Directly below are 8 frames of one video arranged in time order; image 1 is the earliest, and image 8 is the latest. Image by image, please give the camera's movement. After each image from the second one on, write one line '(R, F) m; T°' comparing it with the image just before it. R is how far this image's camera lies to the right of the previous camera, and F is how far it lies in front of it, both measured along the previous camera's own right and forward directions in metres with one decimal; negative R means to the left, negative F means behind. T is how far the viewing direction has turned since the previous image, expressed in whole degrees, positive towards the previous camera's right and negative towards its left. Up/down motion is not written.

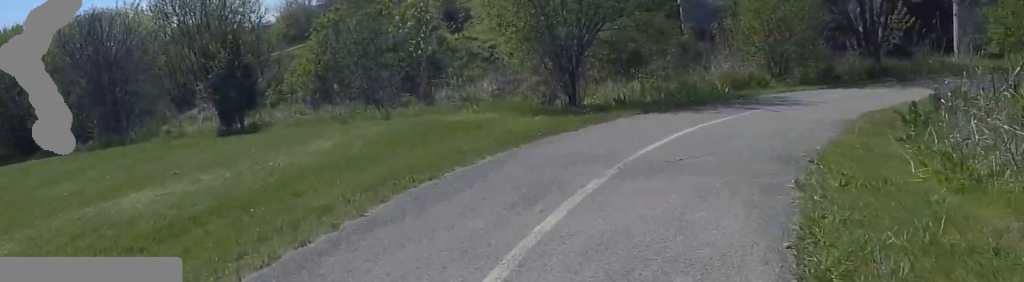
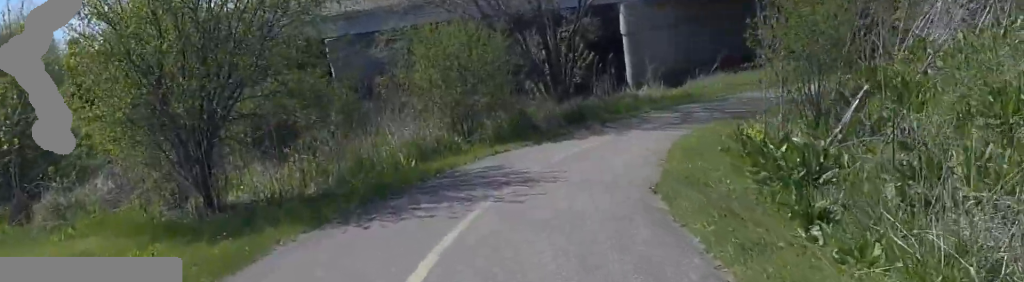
(+0.8, +2.9) m; +23°
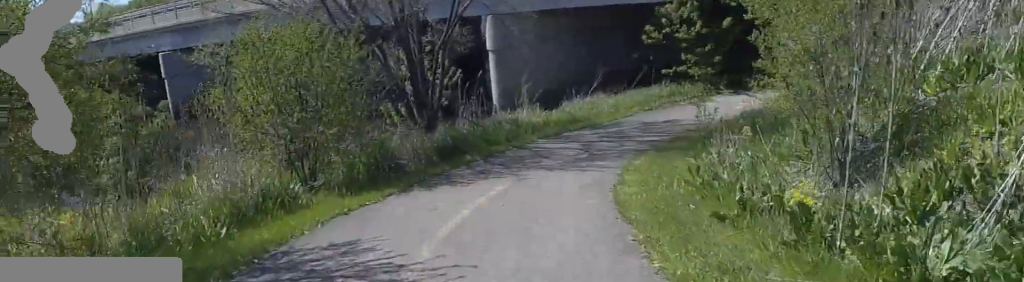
(+0.5, +3.3) m; +5°
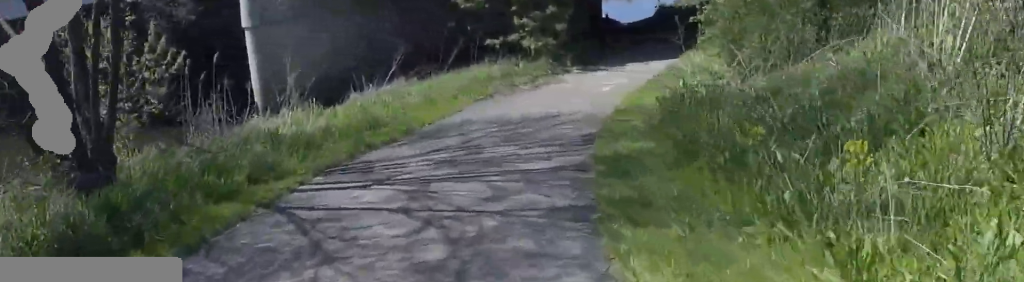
(+0.2, +6.6) m; +15°
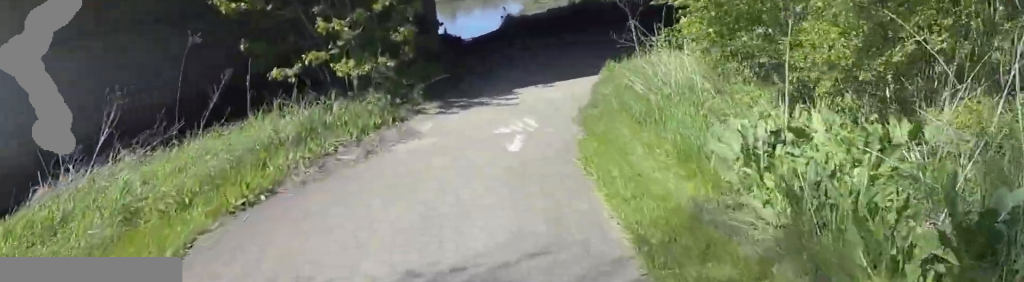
(+1.0, +5.9) m; +20°
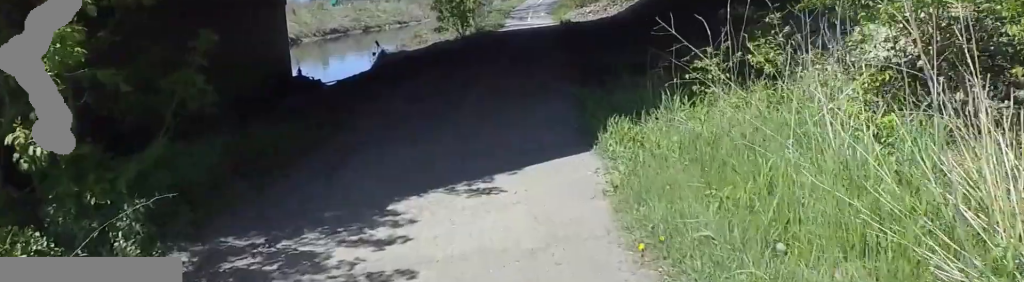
(+0.6, +4.5) m; +10°
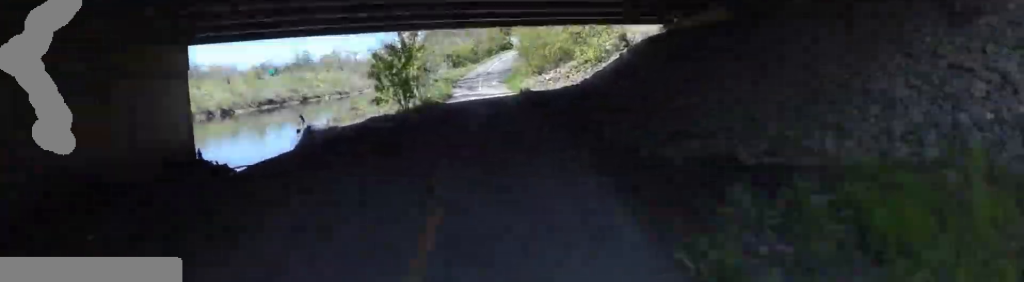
(+0.1, +2.9) m; -5°
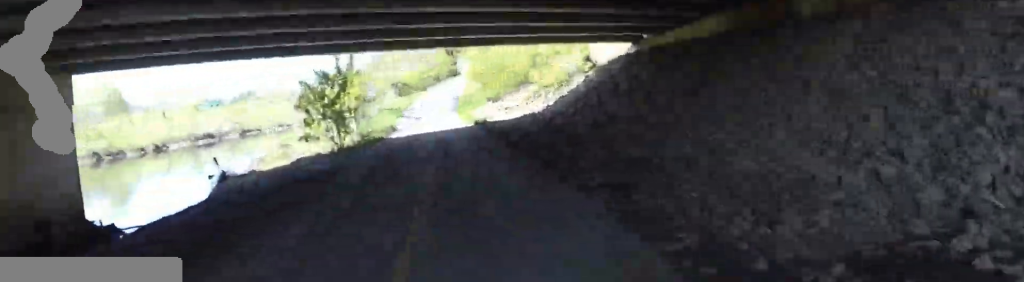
(+0.3, +2.4) m; -5°
